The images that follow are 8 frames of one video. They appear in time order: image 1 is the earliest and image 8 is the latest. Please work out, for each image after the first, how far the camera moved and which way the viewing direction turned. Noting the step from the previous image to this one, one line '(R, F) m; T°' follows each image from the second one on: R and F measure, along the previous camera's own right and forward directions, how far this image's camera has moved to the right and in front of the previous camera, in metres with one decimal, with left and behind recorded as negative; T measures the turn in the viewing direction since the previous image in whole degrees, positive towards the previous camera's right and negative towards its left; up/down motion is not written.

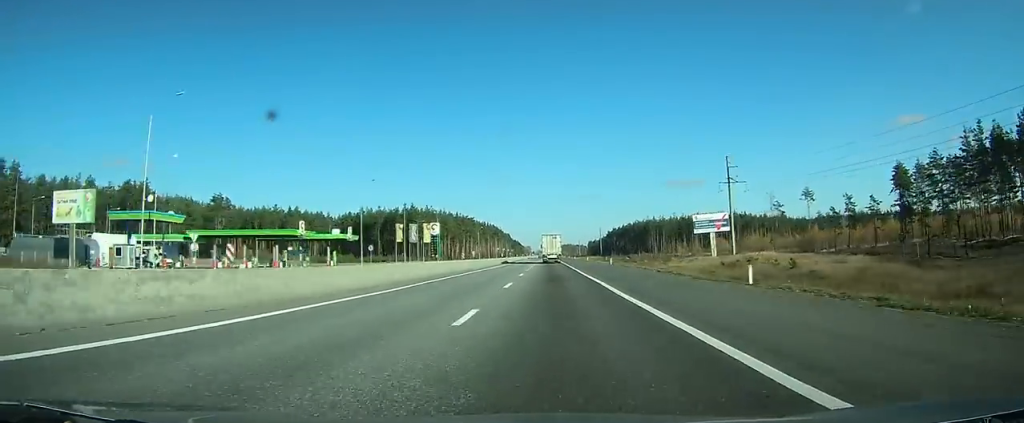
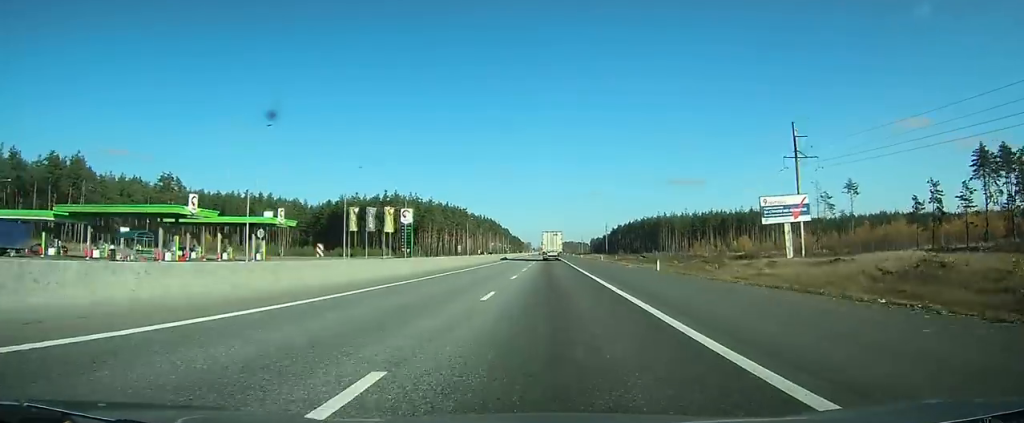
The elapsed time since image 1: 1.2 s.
(-0.1, +29.8) m; 0°
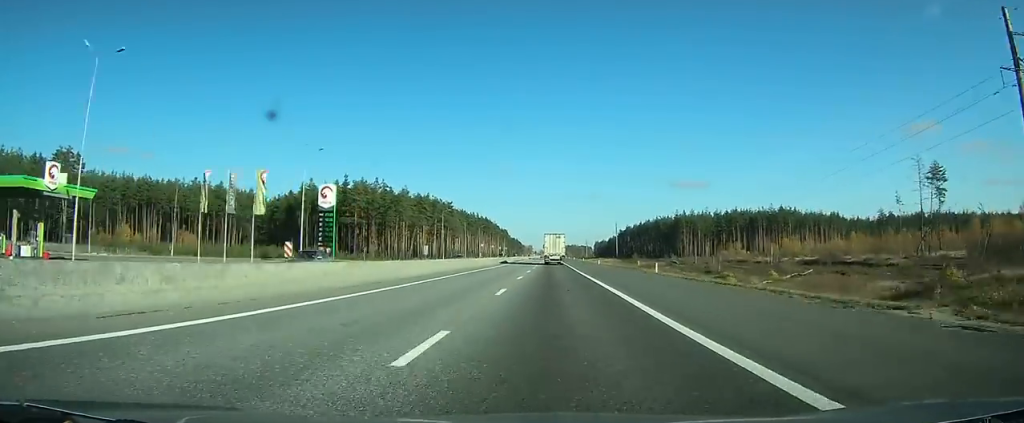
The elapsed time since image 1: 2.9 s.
(-0.1, +45.7) m; 0°
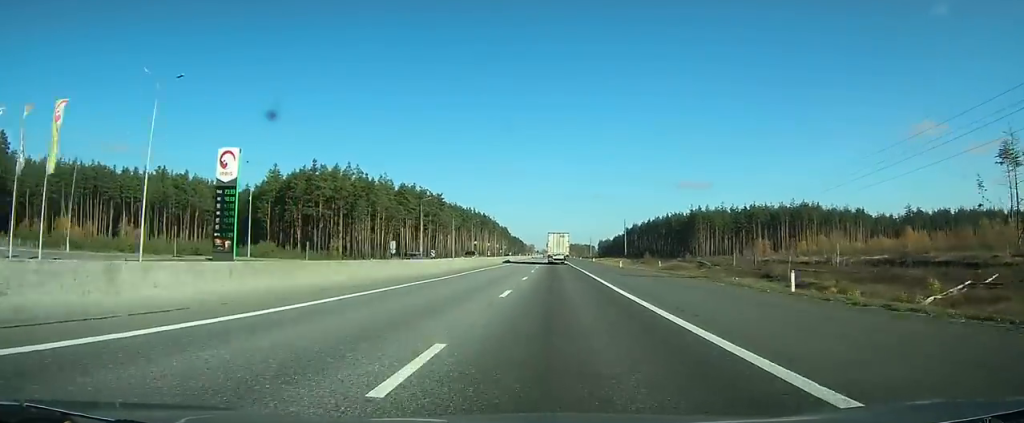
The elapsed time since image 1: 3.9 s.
(0.0, +26.6) m; 0°
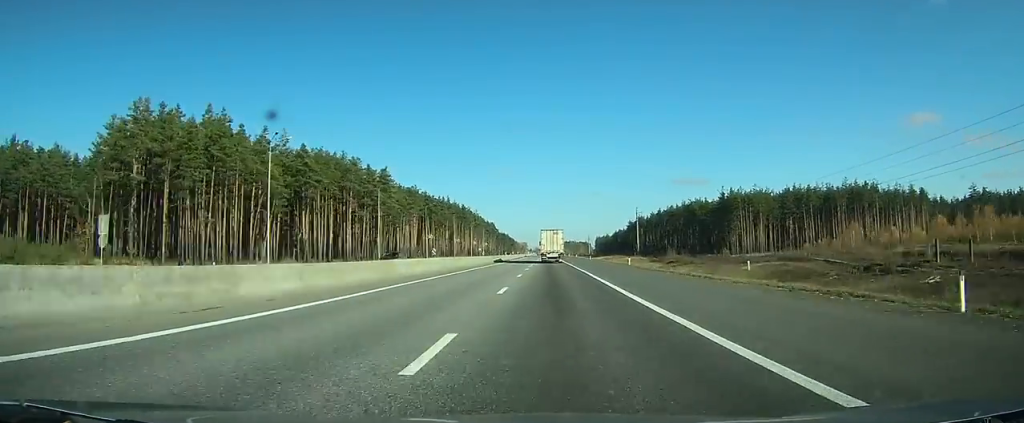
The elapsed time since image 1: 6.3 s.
(+0.1, +60.6) m; 0°
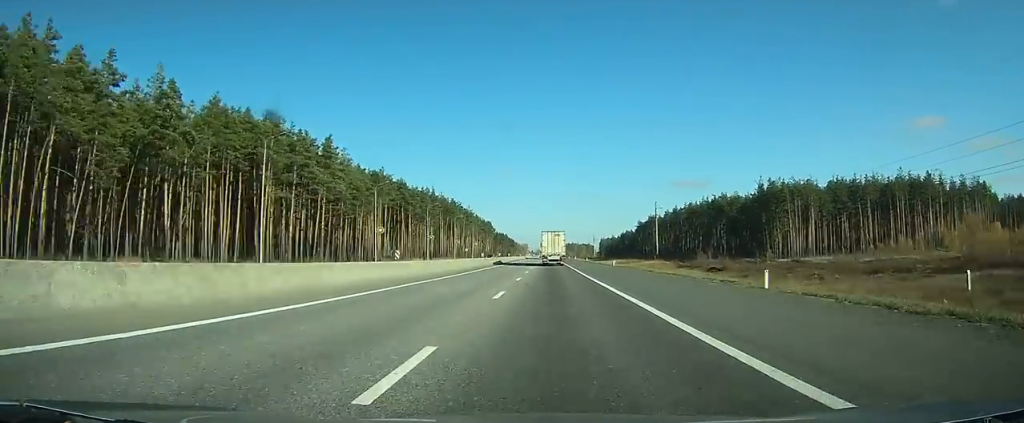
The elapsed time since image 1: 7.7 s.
(0.0, +36.5) m; 0°
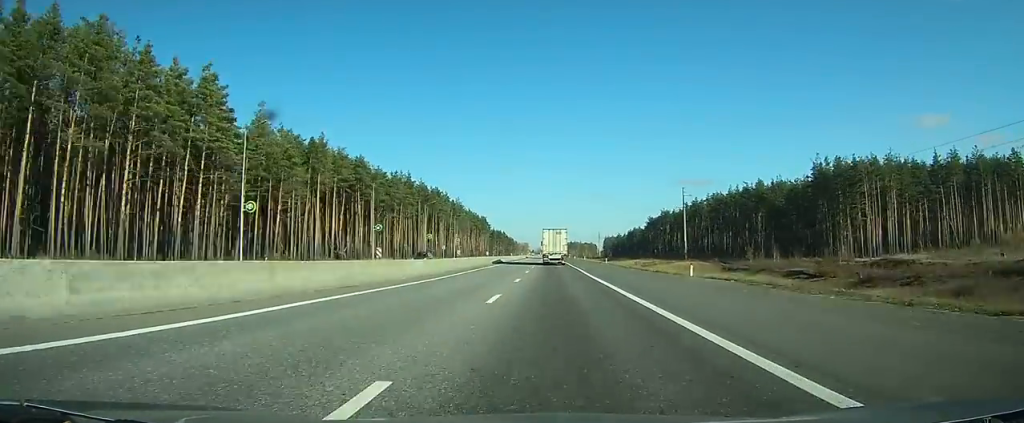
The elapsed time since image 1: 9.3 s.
(-0.1, +36.5) m; 0°
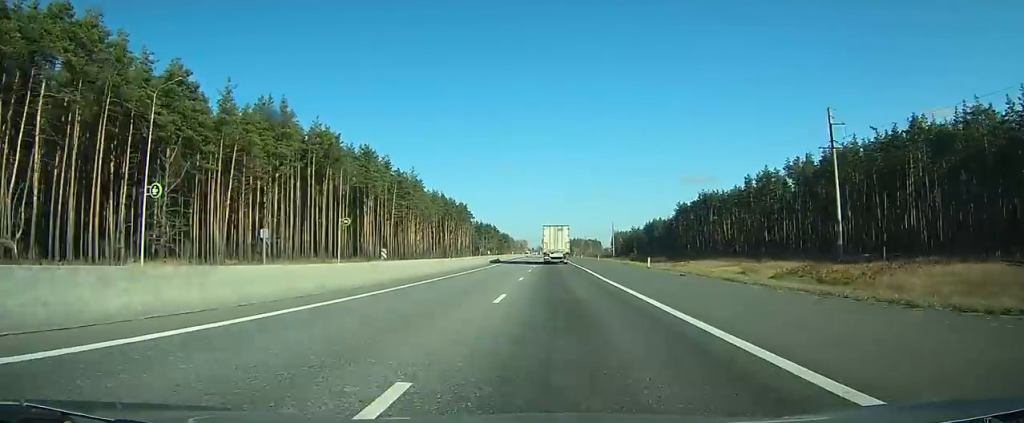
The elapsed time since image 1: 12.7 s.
(+0.2, +82.4) m; 0°
